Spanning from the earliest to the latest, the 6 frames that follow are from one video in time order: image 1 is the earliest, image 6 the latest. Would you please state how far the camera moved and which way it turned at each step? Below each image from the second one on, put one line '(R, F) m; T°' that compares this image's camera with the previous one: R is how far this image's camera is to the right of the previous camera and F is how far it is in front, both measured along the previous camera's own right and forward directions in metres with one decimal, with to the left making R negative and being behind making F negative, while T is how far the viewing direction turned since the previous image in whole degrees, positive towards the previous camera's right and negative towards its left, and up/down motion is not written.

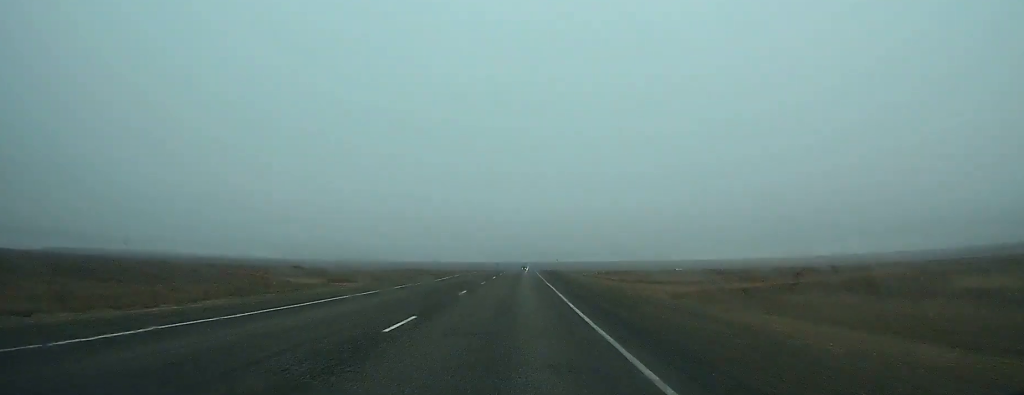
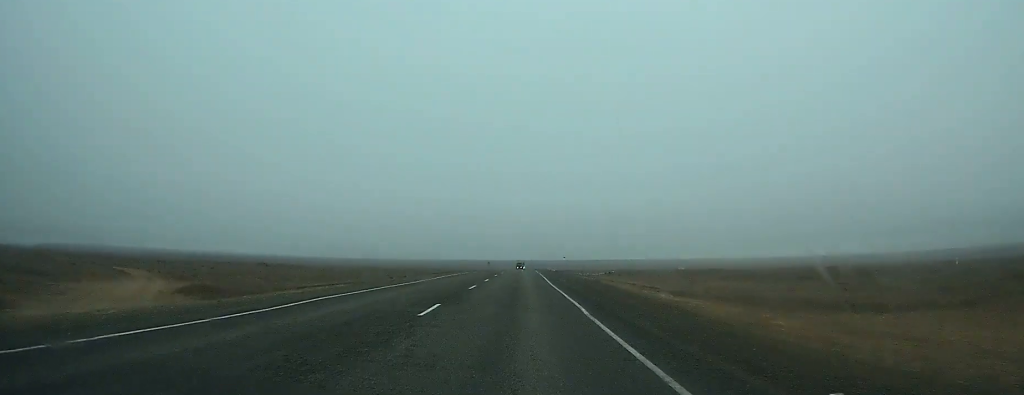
(0.0, +33.2) m; 0°
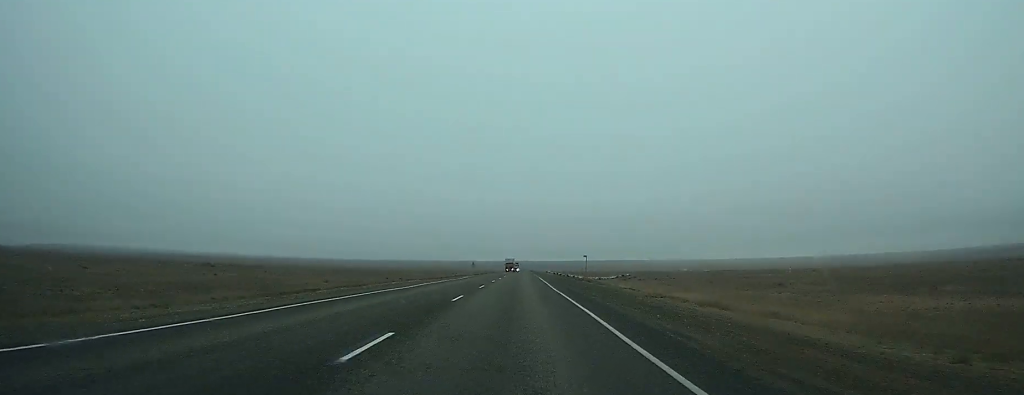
(+0.1, +41.7) m; 0°
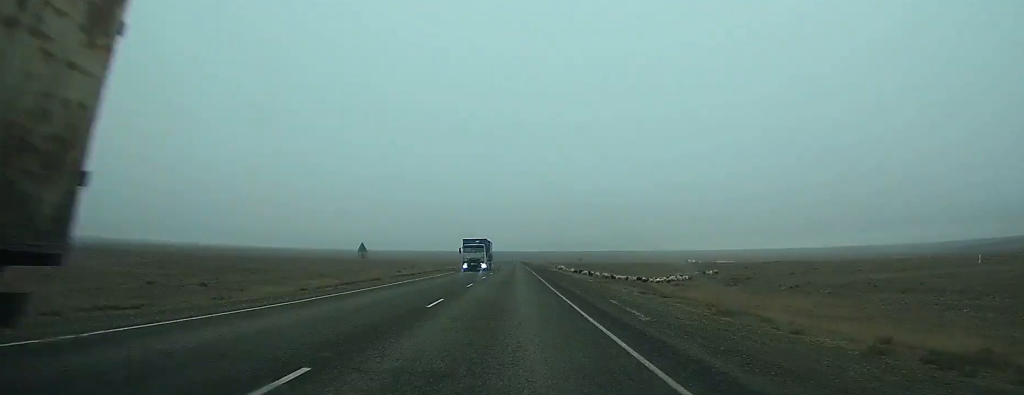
(+0.8, +85.7) m; 0°
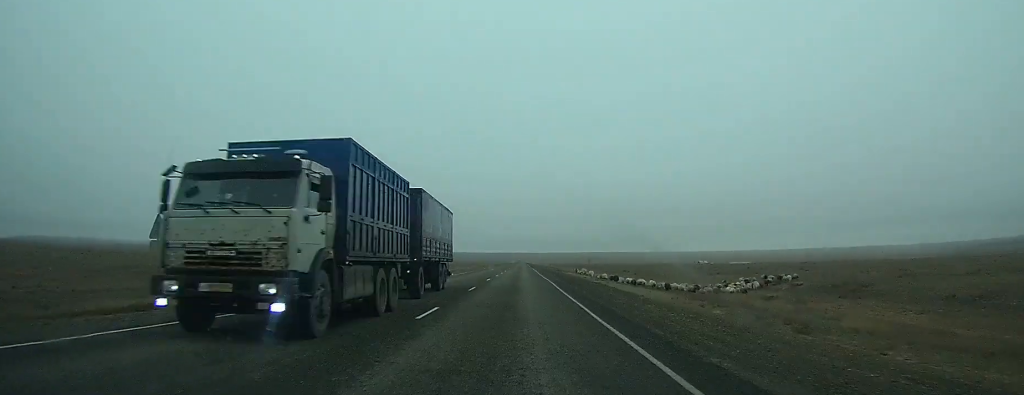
(-0.1, +25.6) m; 0°
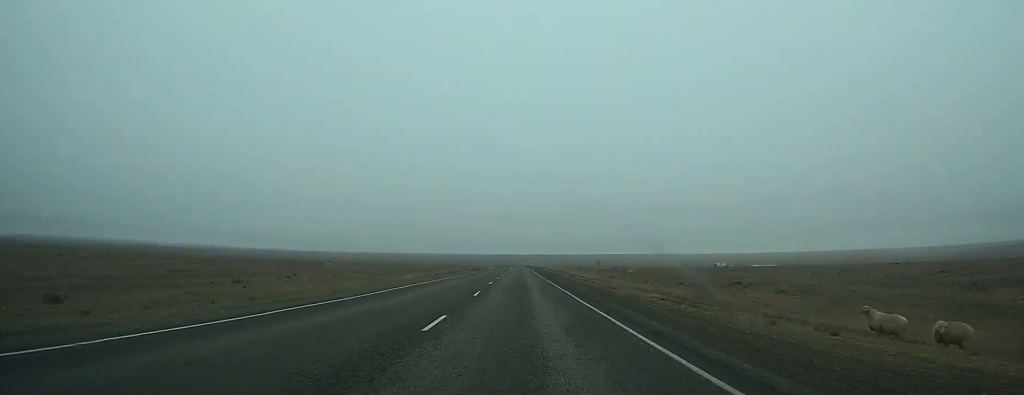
(-0.2, +76.3) m; 0°
